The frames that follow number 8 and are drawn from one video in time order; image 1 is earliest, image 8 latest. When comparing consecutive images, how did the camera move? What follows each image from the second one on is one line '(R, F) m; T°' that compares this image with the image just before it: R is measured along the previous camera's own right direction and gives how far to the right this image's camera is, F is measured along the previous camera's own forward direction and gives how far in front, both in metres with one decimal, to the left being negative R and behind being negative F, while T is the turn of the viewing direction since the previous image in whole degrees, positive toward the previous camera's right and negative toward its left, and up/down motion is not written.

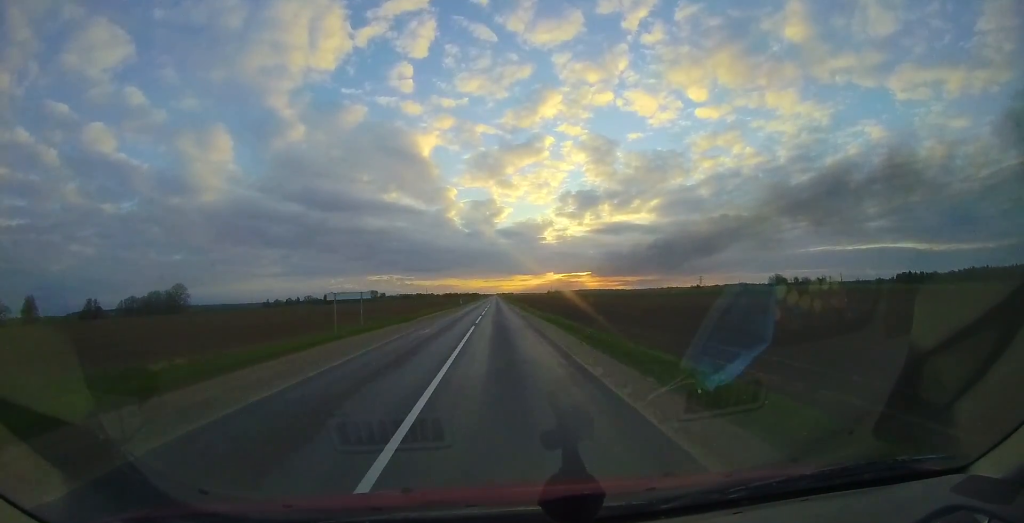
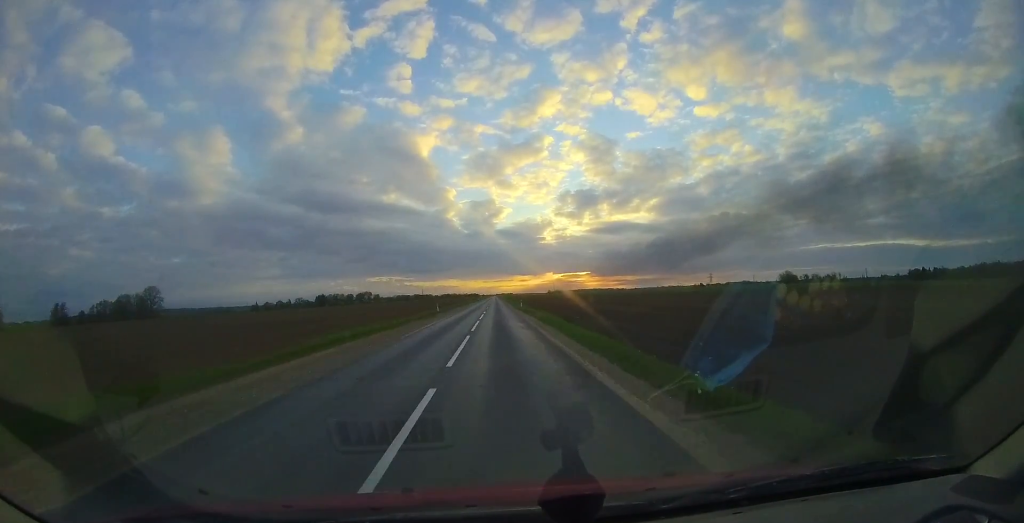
(0.0, +27.4) m; 0°
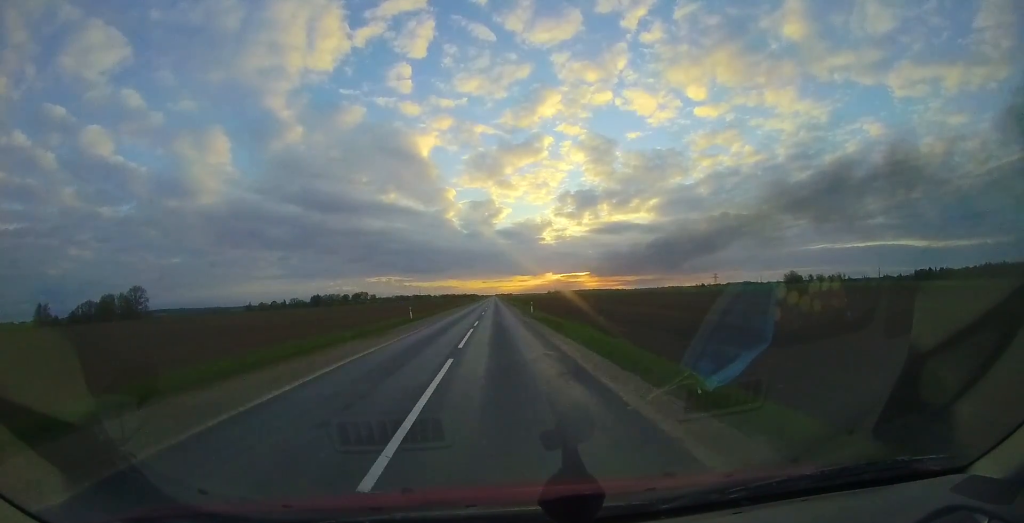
(-0.4, +12.8) m; 0°
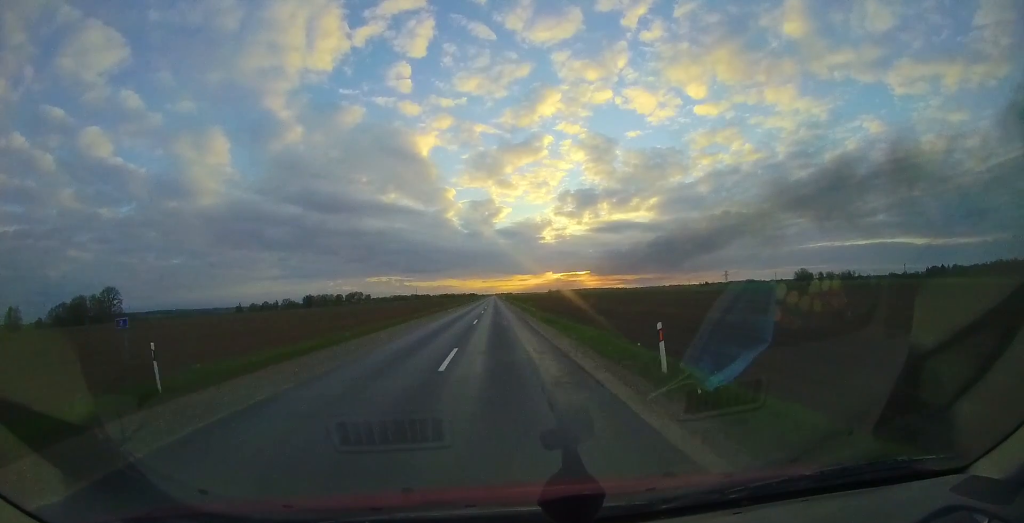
(+0.7, +23.6) m; +1°
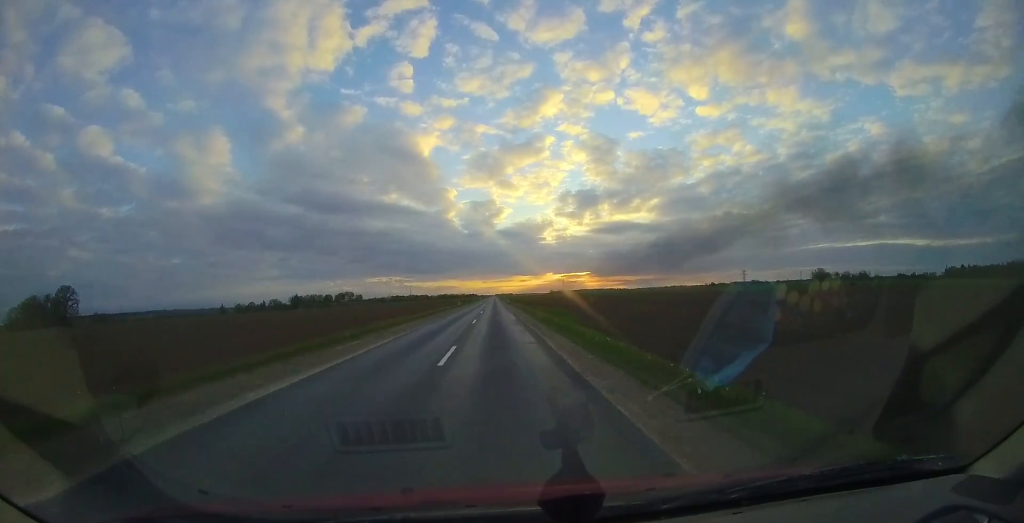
(-0.5, +35.2) m; -1°
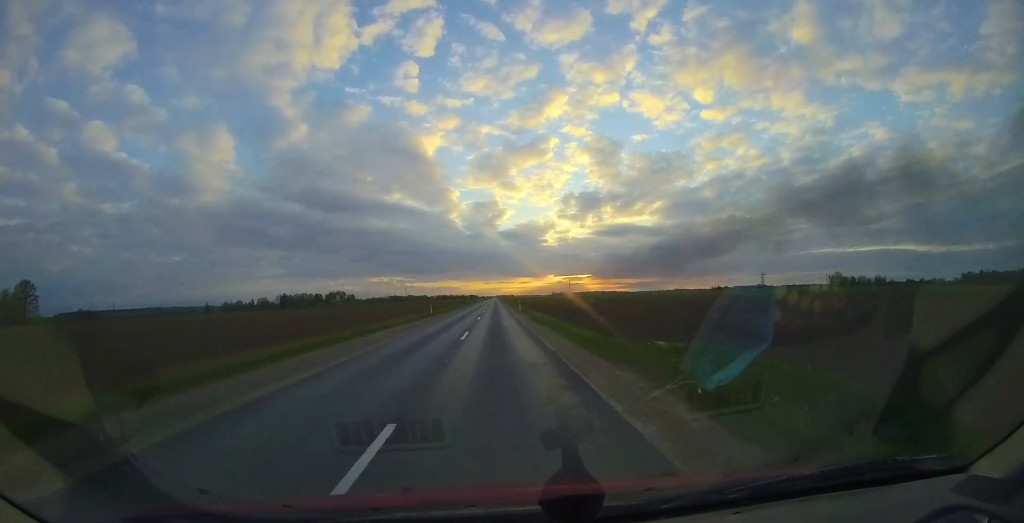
(-0.6, +30.3) m; -1°
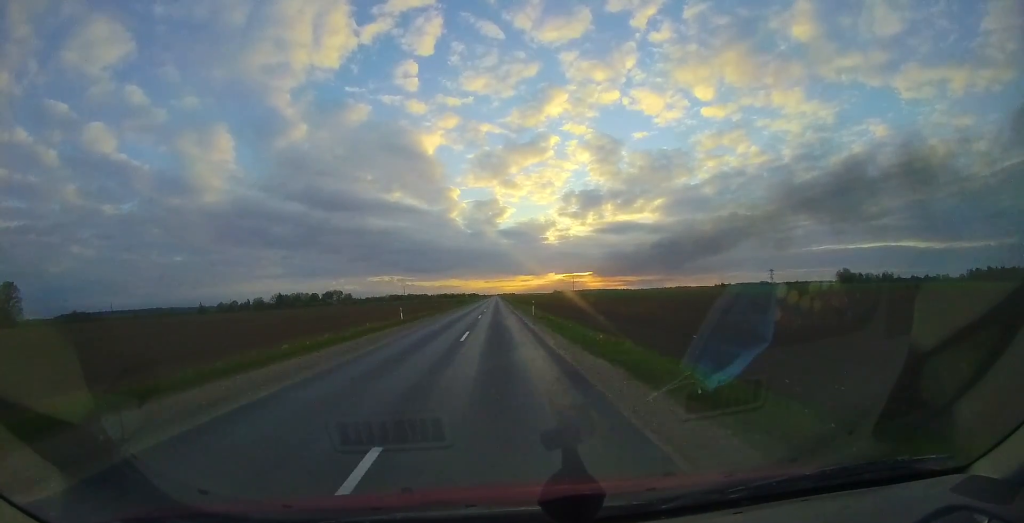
(0.0, +13.0) m; 0°
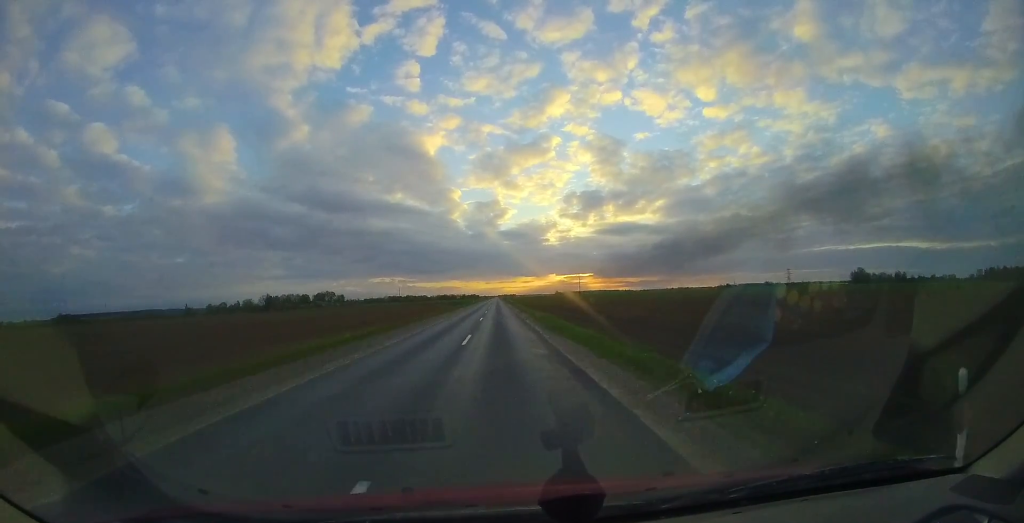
(+0.5, +24.5) m; +1°
